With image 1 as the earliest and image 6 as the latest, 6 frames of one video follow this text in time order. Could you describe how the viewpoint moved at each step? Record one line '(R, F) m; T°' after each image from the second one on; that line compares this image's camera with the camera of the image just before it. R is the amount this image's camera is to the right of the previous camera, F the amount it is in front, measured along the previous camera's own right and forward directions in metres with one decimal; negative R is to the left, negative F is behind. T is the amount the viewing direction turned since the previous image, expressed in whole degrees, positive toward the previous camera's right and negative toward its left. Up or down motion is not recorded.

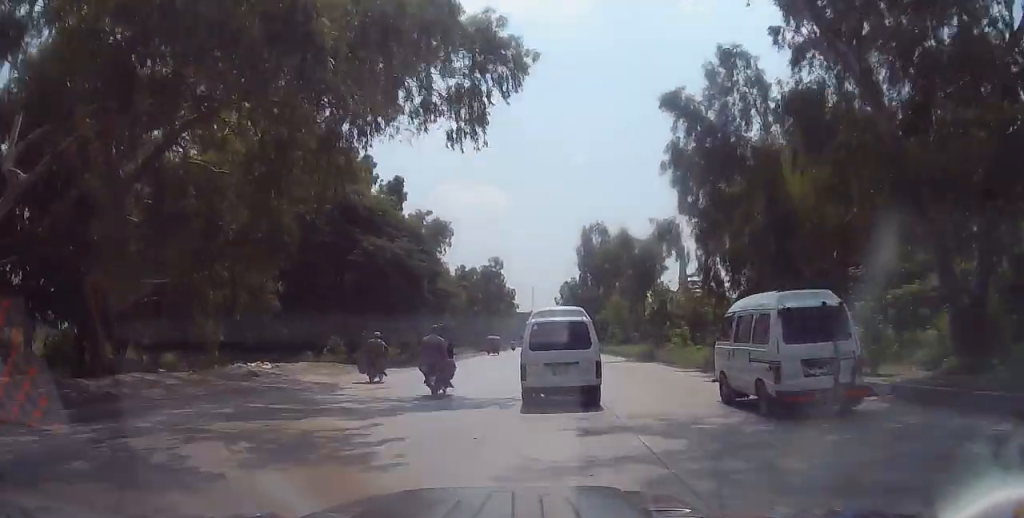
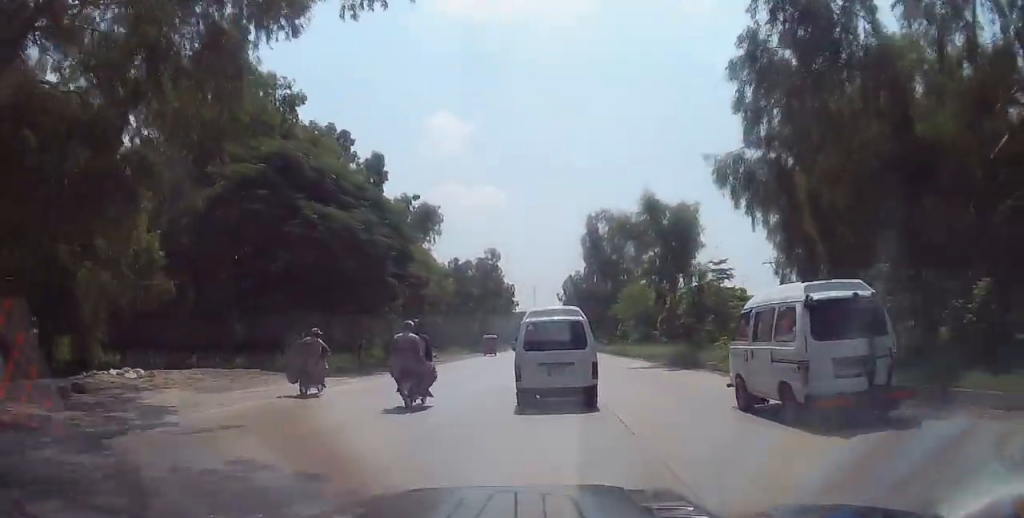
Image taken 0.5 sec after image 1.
(0.0, +8.9) m; +1°
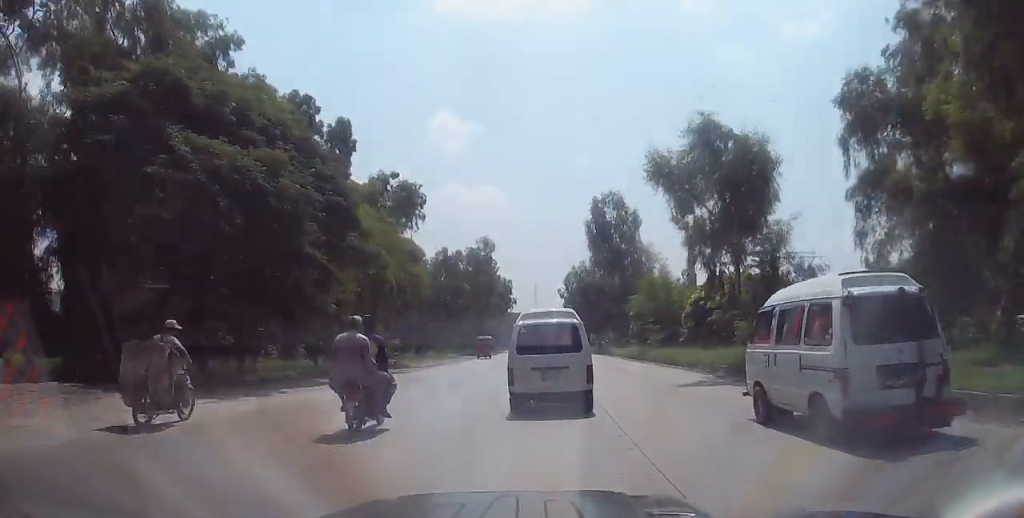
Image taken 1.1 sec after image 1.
(+0.3, +10.0) m; 0°
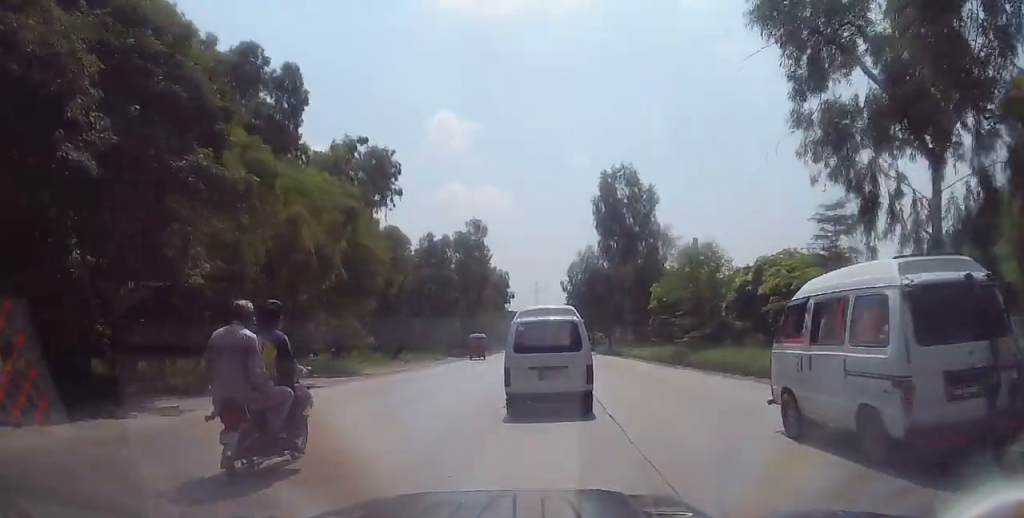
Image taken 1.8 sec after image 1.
(-0.1, +10.5) m; 0°
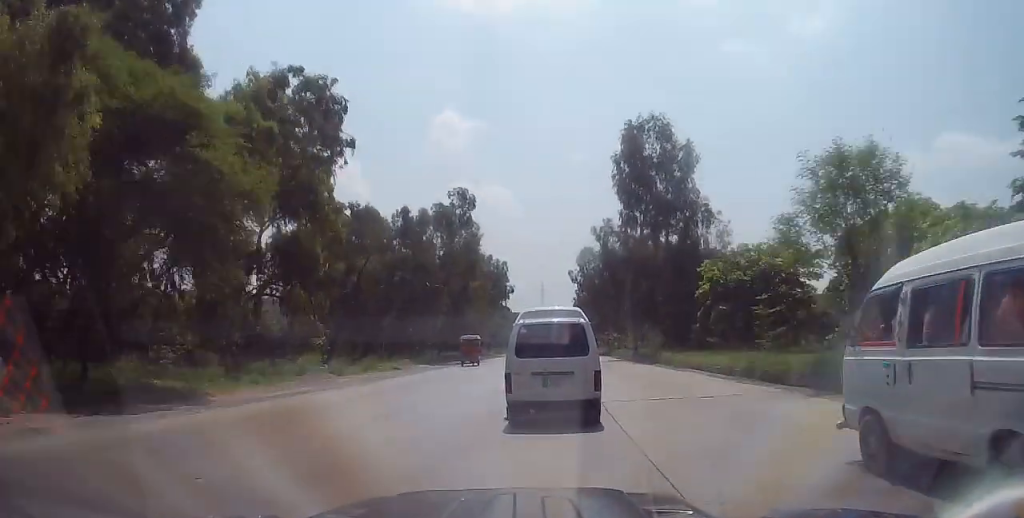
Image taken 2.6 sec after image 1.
(-0.2, +14.3) m; -1°
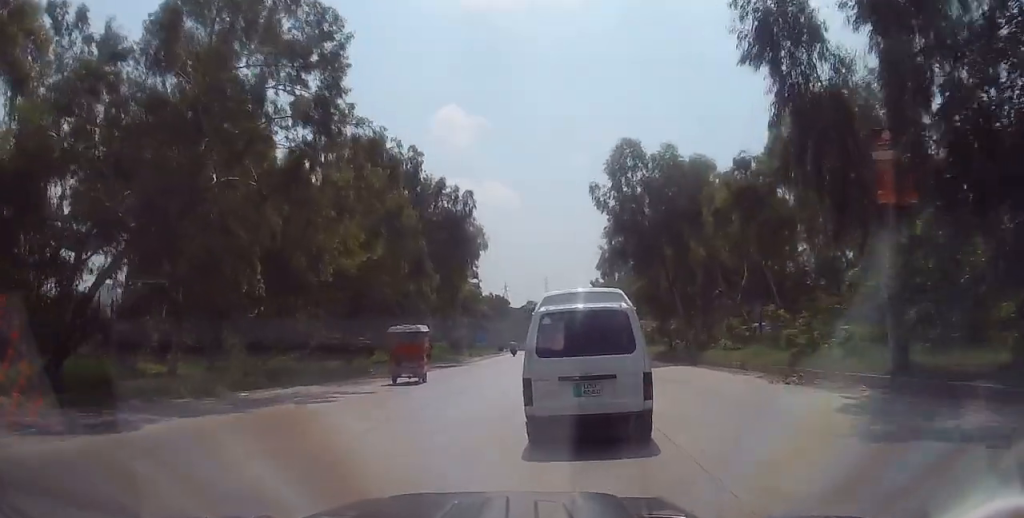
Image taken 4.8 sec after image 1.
(-0.3, +35.6) m; -1°
